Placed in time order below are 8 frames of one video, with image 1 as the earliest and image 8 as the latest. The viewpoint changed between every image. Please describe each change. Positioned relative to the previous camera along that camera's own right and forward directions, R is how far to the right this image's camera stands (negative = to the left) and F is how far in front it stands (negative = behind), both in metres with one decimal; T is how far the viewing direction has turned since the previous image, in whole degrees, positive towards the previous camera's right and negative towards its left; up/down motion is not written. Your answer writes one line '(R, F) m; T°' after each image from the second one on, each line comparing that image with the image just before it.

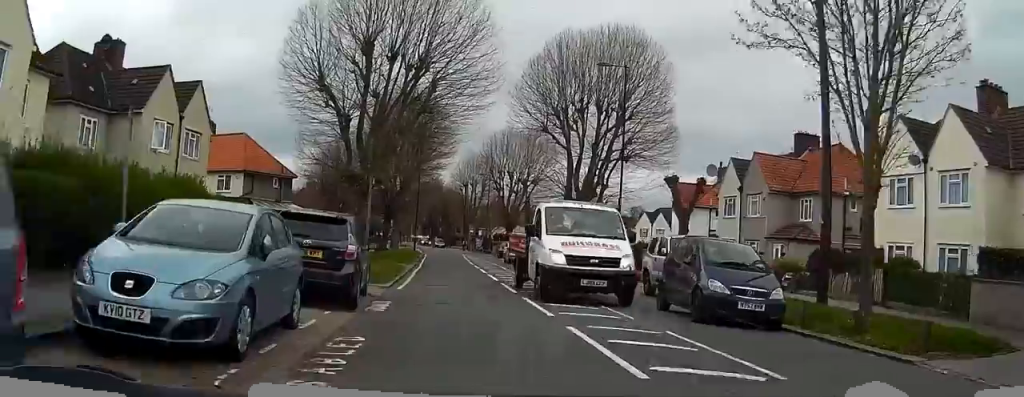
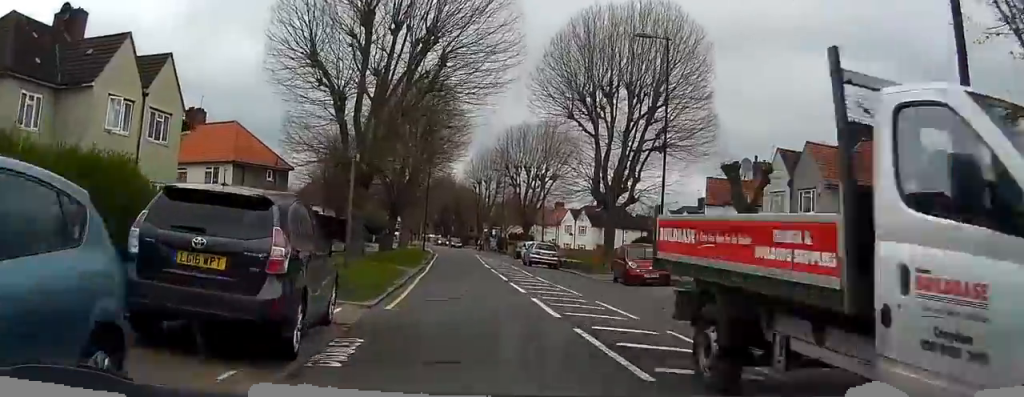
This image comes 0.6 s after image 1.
(-0.1, +5.6) m; -1°
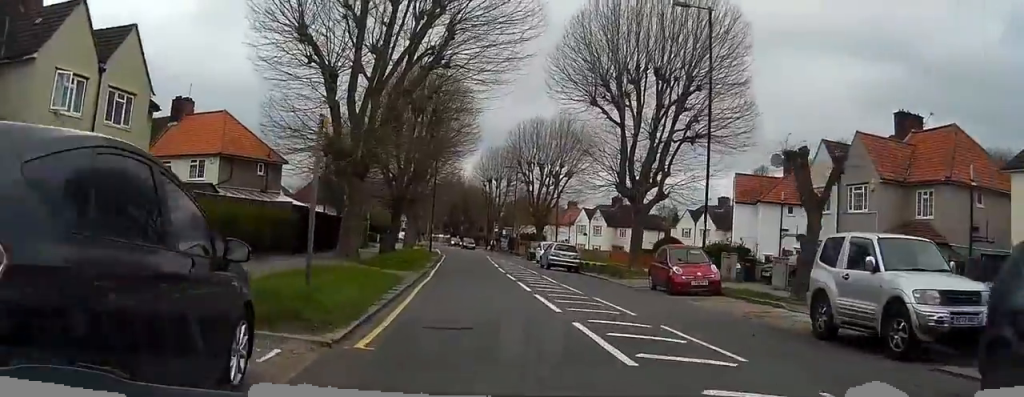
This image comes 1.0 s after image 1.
(-0.1, +4.6) m; -1°
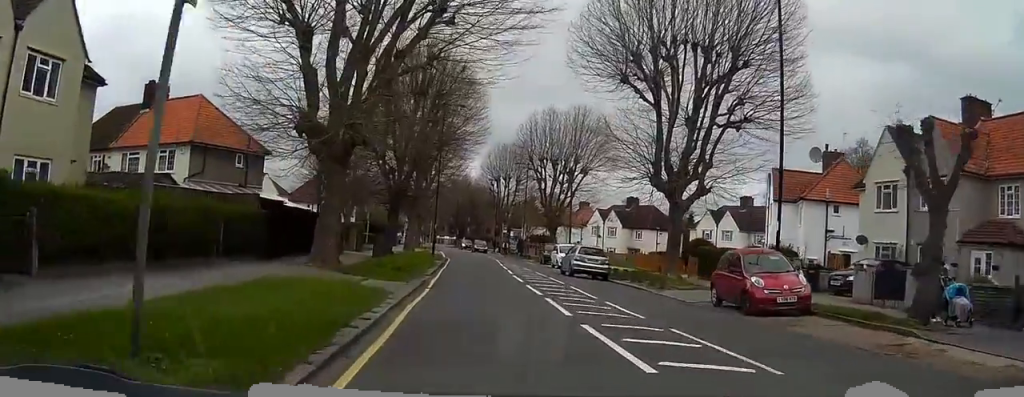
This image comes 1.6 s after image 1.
(0.0, +6.0) m; -1°
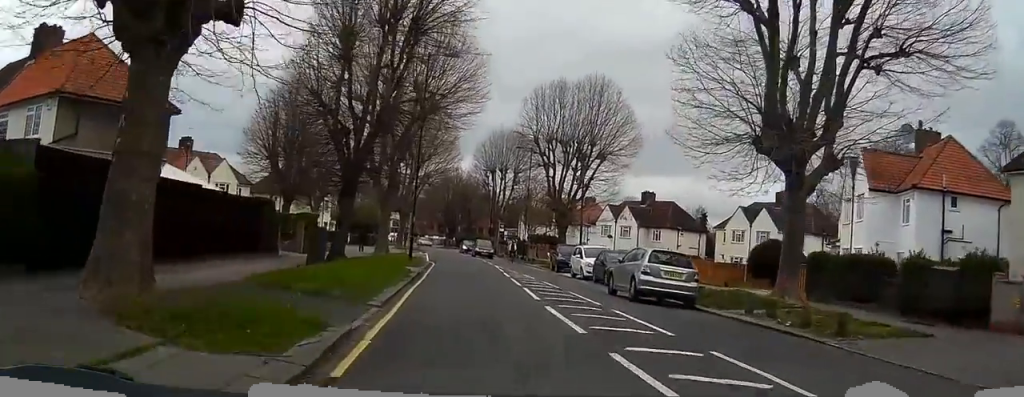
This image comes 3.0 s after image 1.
(-0.1, +13.4) m; 0°
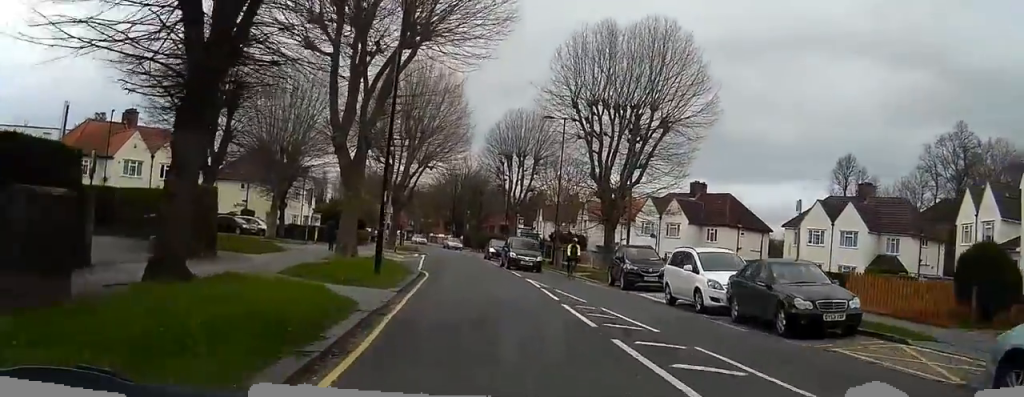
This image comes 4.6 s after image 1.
(+0.1, +16.3) m; 0°
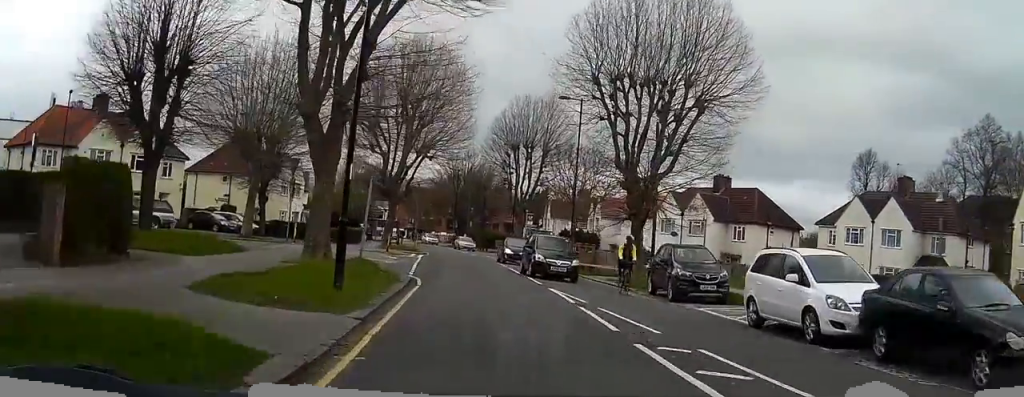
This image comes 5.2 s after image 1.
(0.0, +6.3) m; 0°
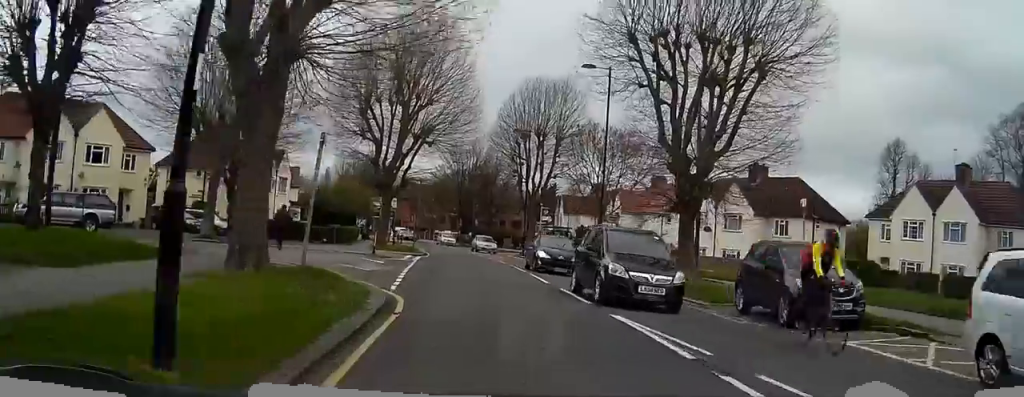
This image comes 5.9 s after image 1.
(0.0, +7.8) m; 0°
